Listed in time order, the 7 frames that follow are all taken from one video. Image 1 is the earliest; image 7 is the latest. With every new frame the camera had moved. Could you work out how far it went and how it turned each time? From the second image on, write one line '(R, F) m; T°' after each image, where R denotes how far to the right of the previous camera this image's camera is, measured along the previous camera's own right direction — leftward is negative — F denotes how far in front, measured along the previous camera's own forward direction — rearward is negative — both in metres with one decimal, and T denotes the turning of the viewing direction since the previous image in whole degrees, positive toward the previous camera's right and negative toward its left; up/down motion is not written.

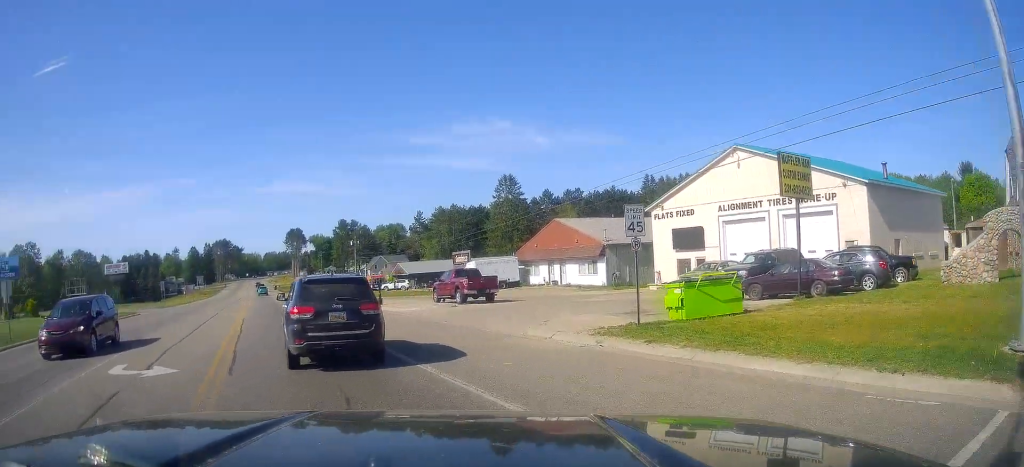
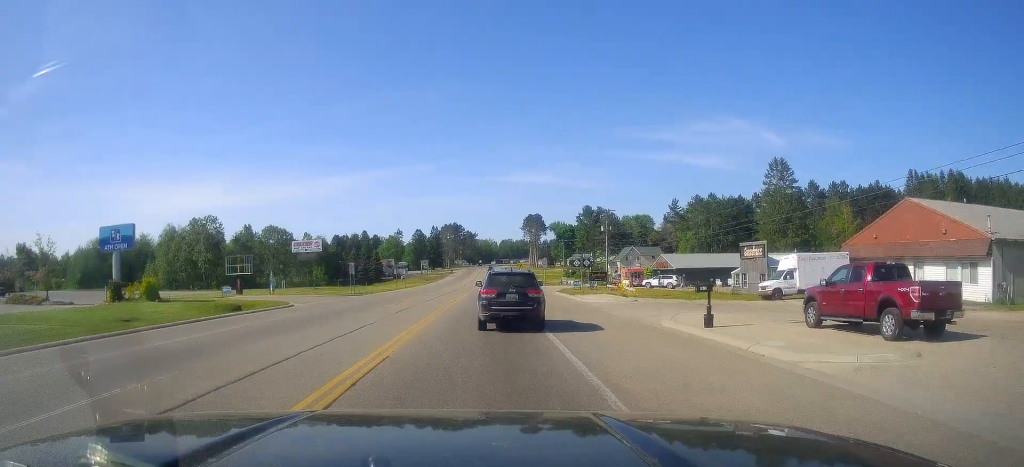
(-4.9, +16.9) m; -21°
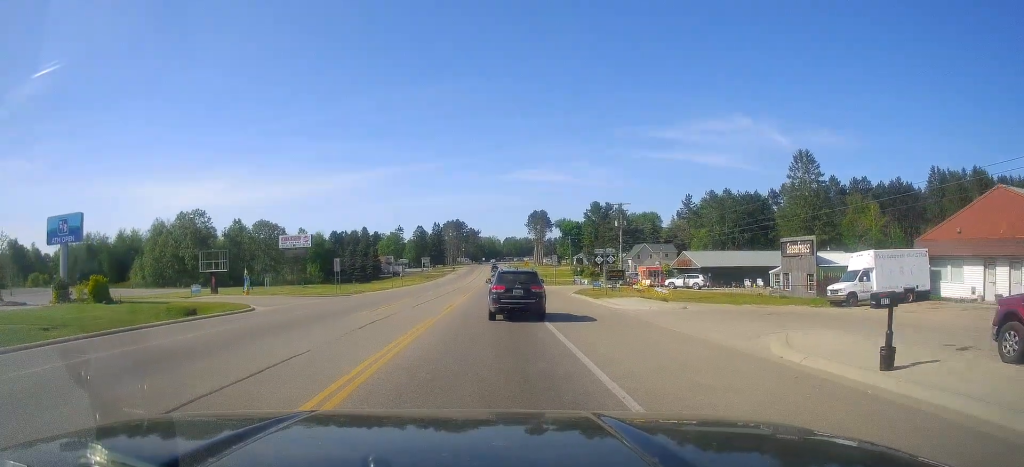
(-0.1, +8.2) m; +1°
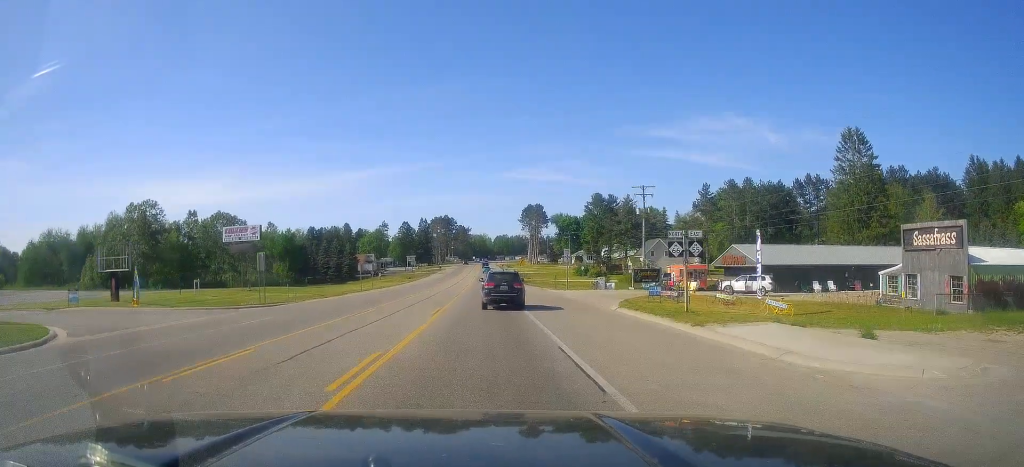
(+0.8, +18.2) m; +5°
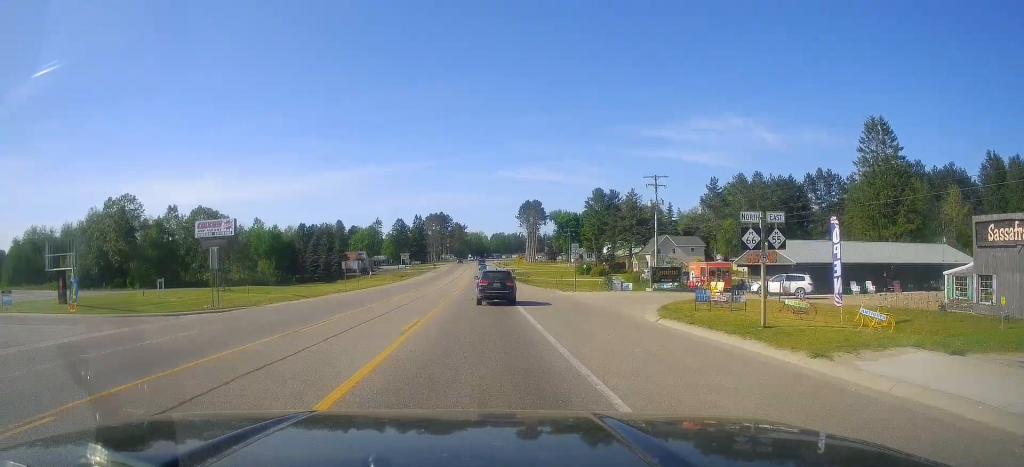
(+0.2, +7.0) m; +1°
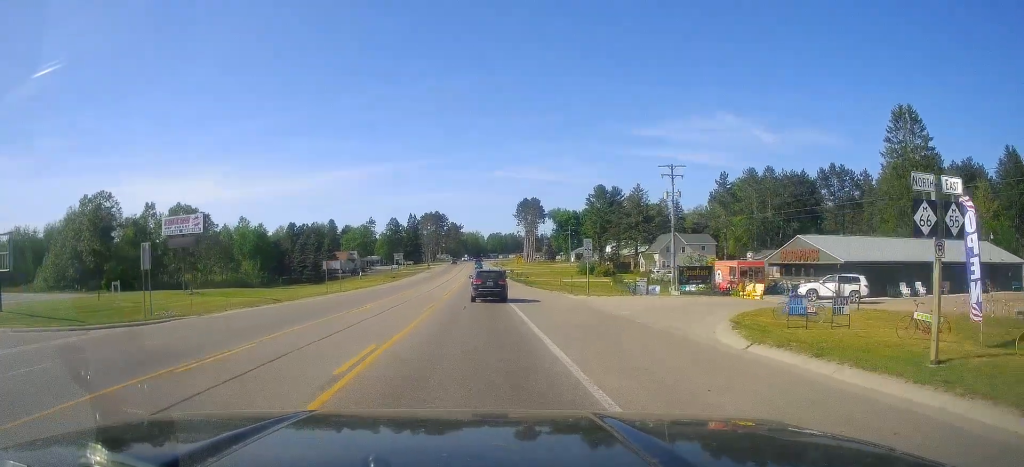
(+0.1, +7.3) m; +1°
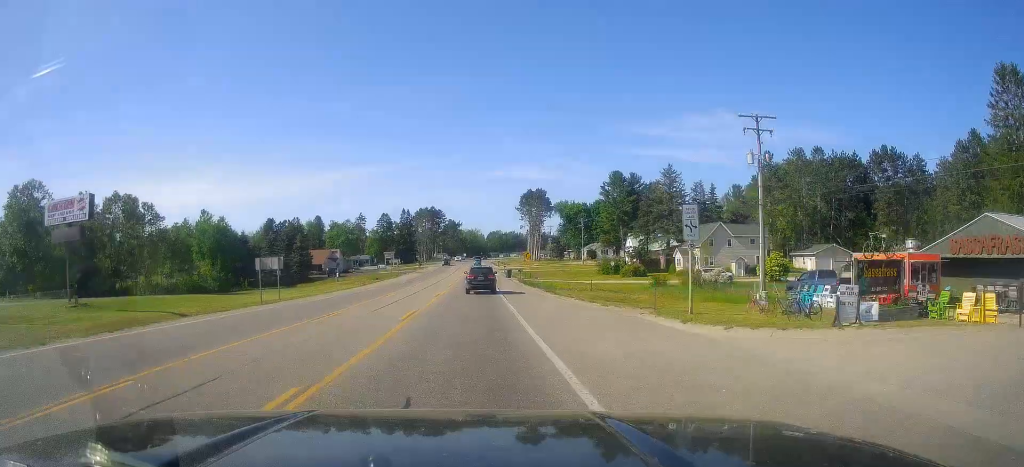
(0.0, +20.5) m; 0°
